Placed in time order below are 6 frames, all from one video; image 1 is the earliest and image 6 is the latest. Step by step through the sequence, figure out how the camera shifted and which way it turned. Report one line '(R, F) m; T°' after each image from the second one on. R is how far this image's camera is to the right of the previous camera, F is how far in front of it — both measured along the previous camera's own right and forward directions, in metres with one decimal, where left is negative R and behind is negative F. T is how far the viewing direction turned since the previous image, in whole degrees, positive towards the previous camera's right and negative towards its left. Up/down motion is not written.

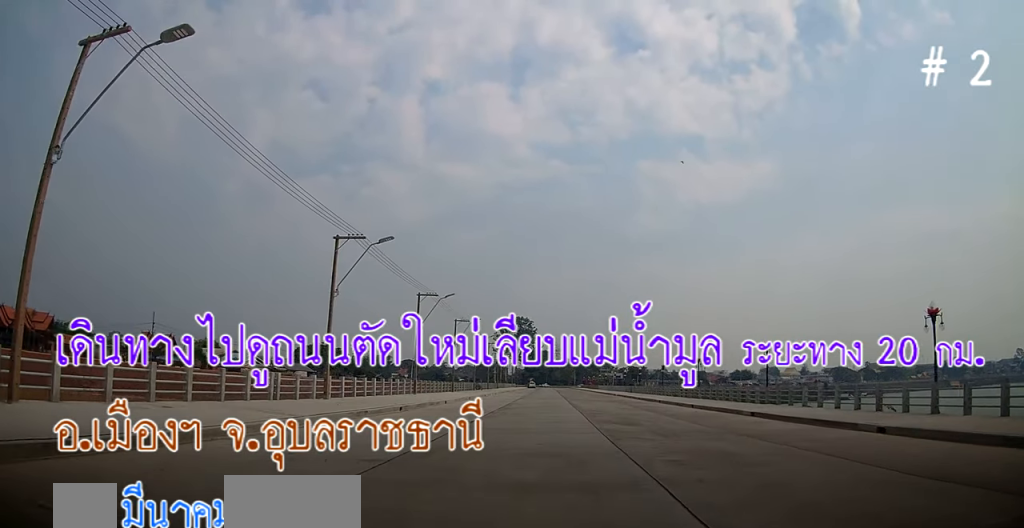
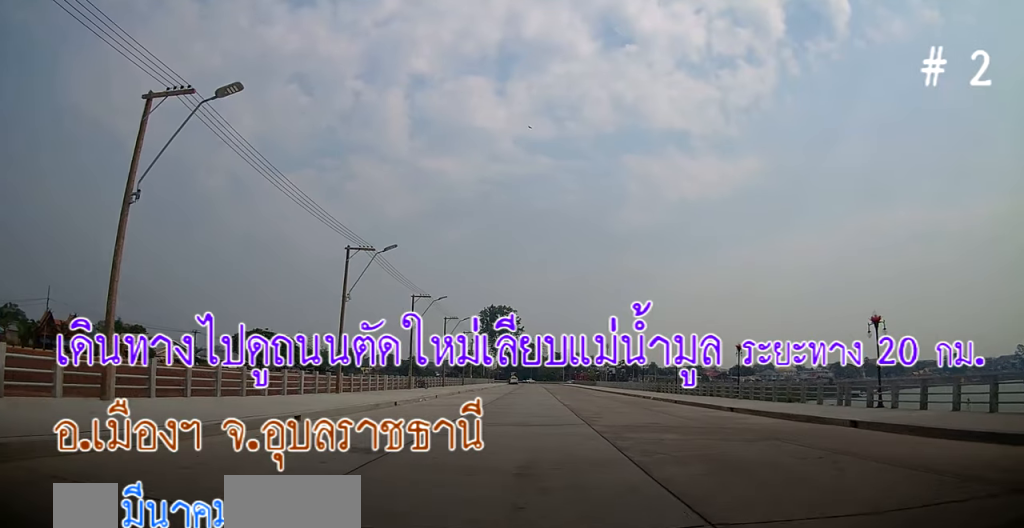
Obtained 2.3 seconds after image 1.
(+0.8, +29.0) m; -2°
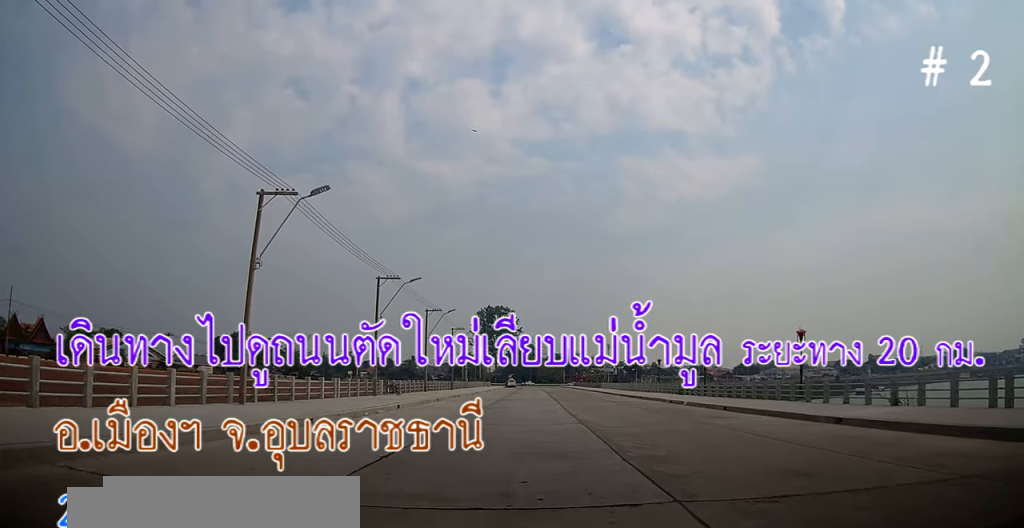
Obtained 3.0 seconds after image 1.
(-0.7, +9.1) m; 0°
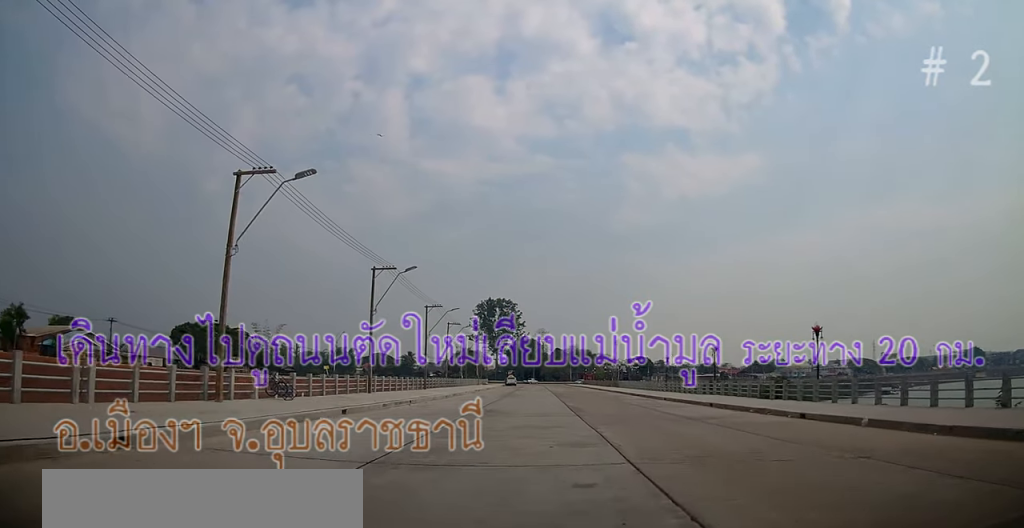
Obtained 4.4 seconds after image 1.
(+0.8, +17.3) m; +4°
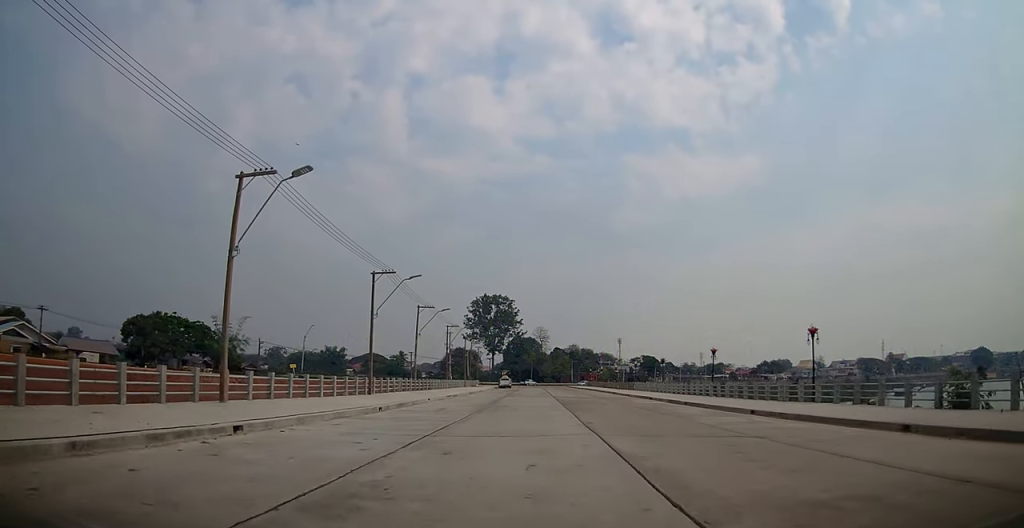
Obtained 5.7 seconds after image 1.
(-0.5, +15.5) m; -3°
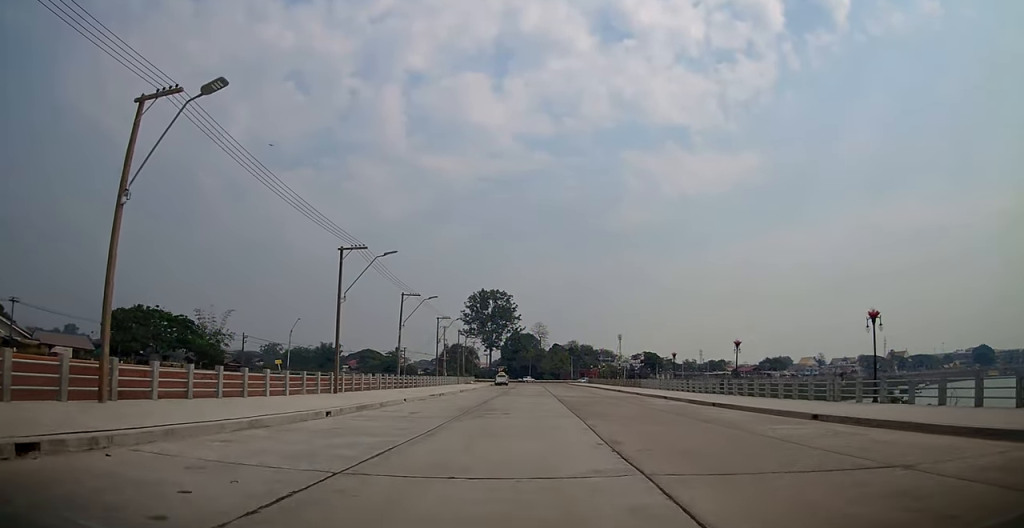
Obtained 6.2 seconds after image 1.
(-0.3, +5.4) m; 0°
